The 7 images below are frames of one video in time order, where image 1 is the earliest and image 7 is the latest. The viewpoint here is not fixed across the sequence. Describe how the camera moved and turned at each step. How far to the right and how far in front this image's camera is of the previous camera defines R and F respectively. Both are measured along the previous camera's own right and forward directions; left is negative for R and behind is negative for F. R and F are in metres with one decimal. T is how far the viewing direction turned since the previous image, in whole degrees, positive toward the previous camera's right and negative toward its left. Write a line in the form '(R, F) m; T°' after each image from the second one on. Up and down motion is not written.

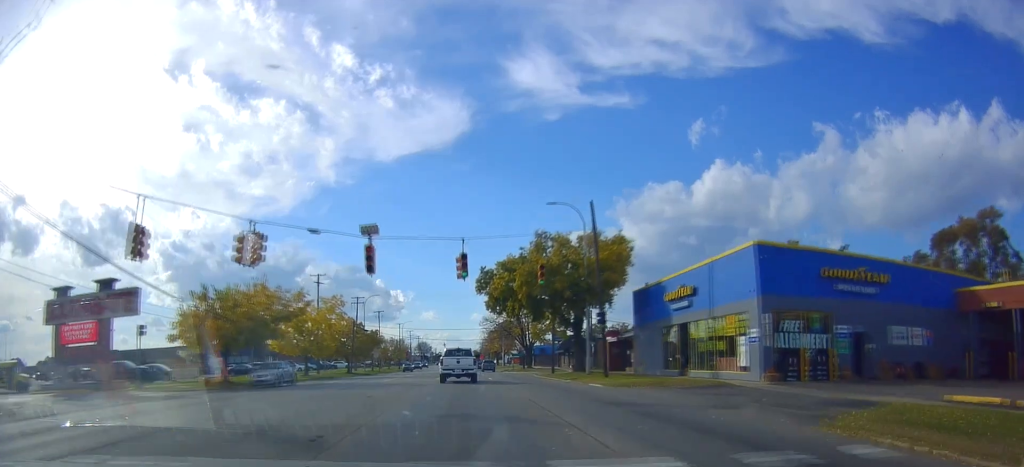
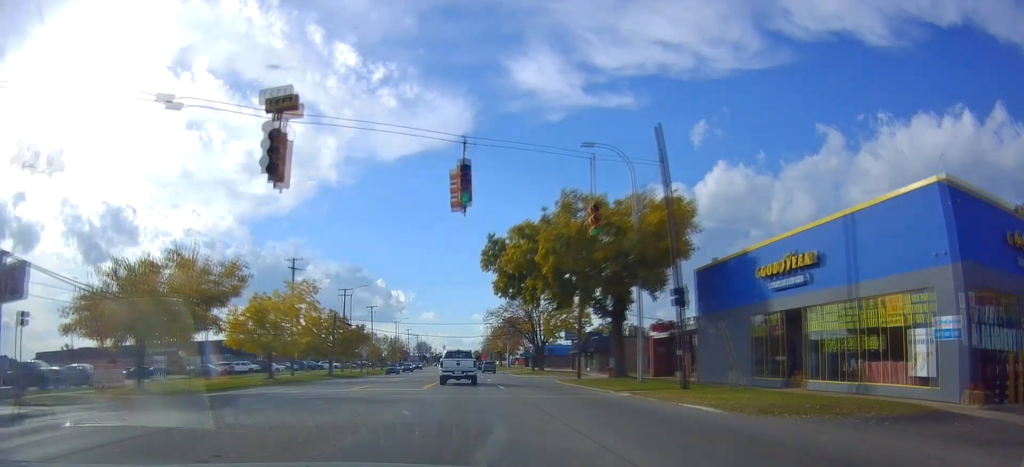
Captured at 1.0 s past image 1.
(0.0, +12.1) m; -2°
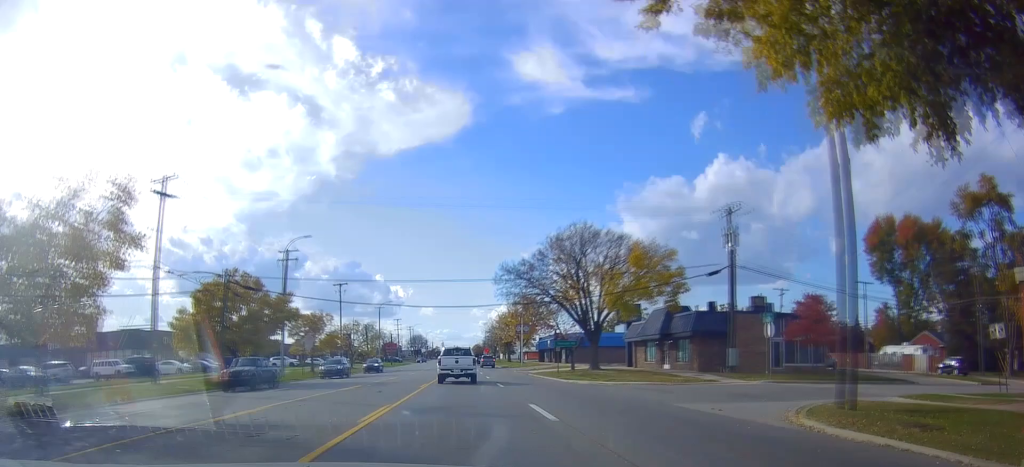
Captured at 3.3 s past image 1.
(-0.1, +30.9) m; +4°
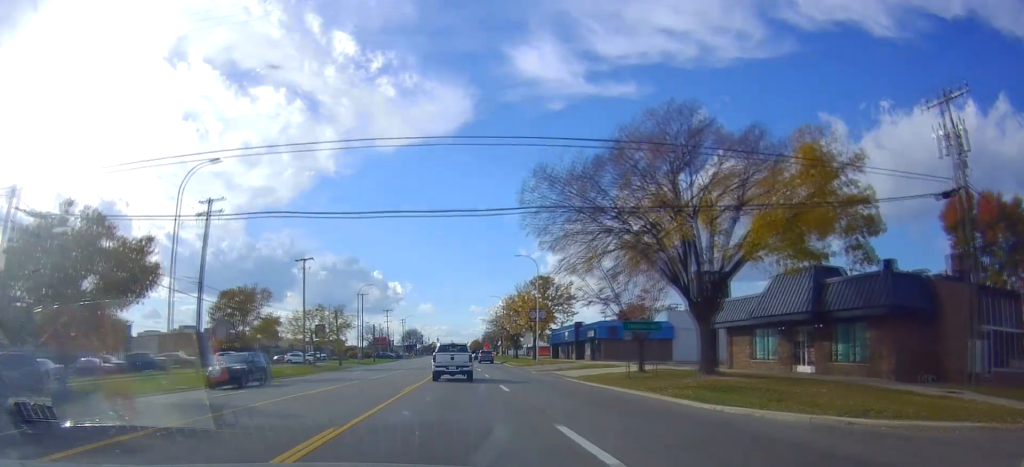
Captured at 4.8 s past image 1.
(+0.2, +21.3) m; -1°
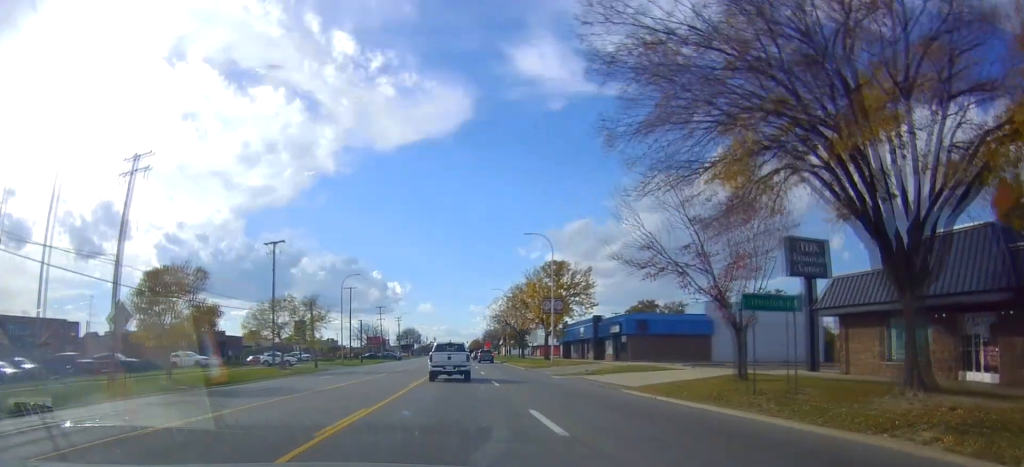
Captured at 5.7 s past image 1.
(-0.2, +12.5) m; -1°
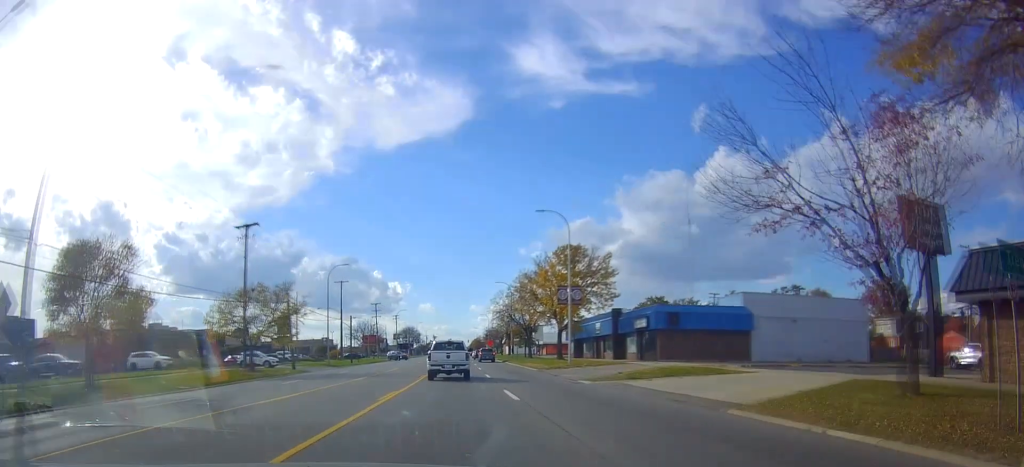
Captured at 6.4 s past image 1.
(0.0, +9.2) m; 0°
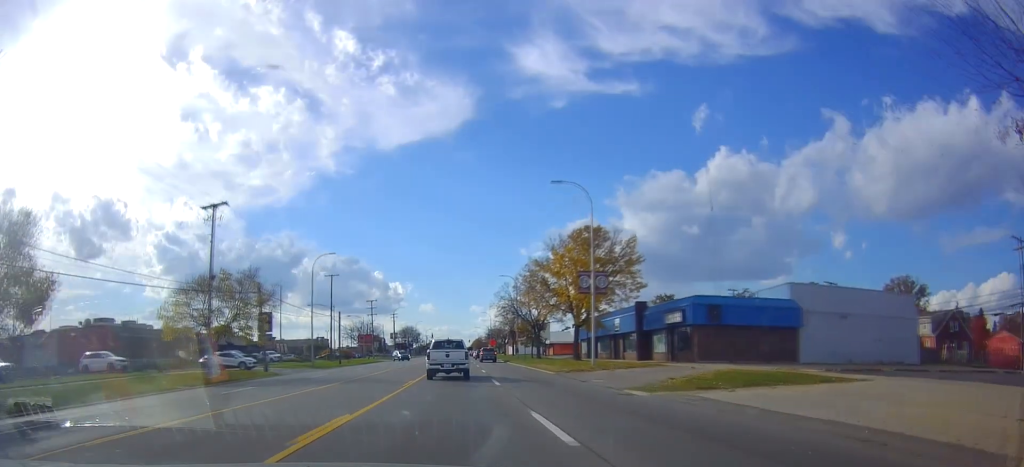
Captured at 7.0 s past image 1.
(0.0, +8.4) m; 0°
